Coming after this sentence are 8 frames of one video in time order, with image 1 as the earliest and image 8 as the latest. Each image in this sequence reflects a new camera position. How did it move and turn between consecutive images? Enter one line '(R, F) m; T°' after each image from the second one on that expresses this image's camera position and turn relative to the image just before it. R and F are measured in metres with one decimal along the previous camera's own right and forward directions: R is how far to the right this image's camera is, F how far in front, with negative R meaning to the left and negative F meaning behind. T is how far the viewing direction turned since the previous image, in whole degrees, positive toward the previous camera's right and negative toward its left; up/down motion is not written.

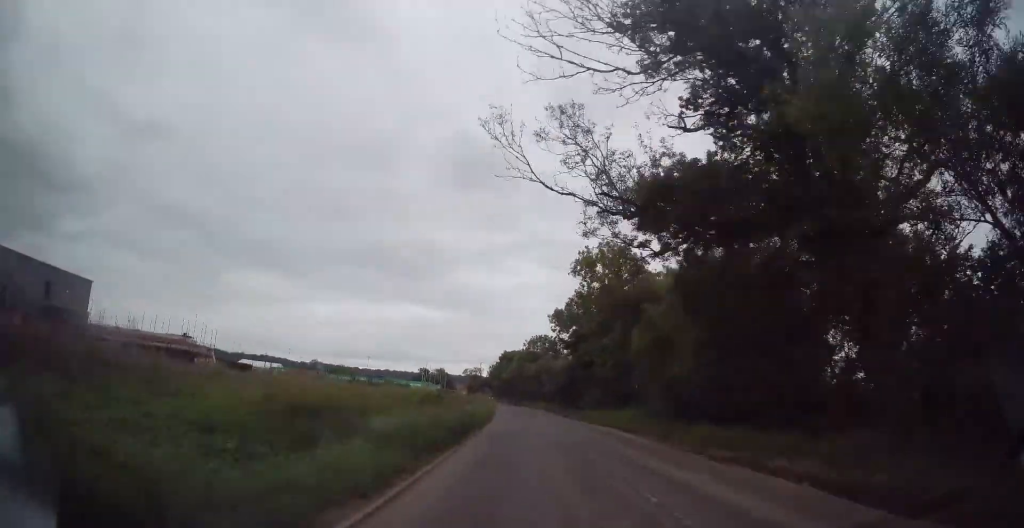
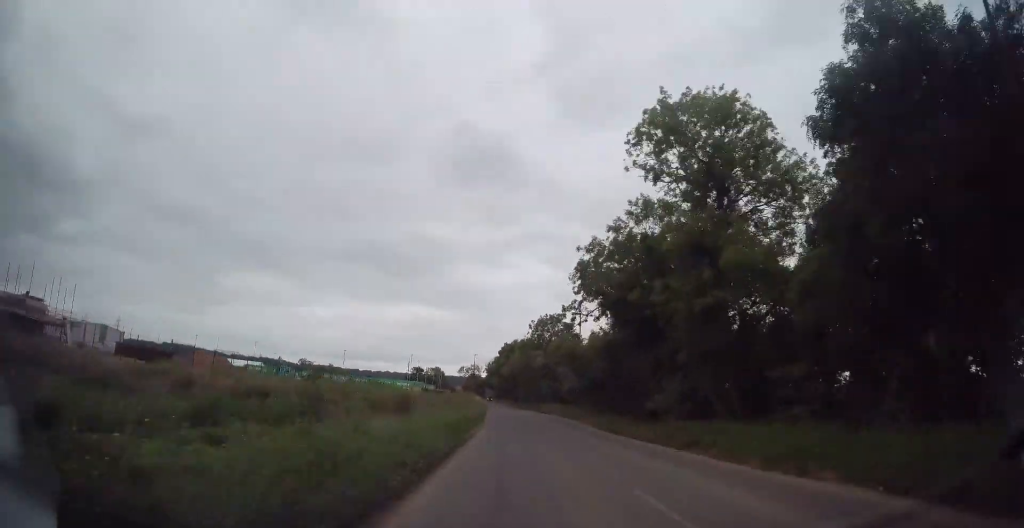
(-0.1, +21.9) m; -1°
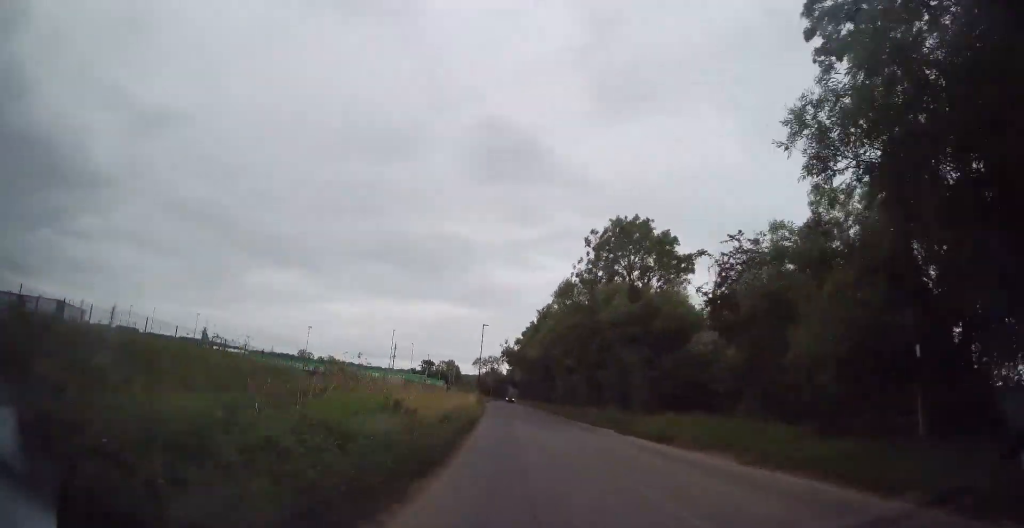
(-0.3, +36.4) m; -2°
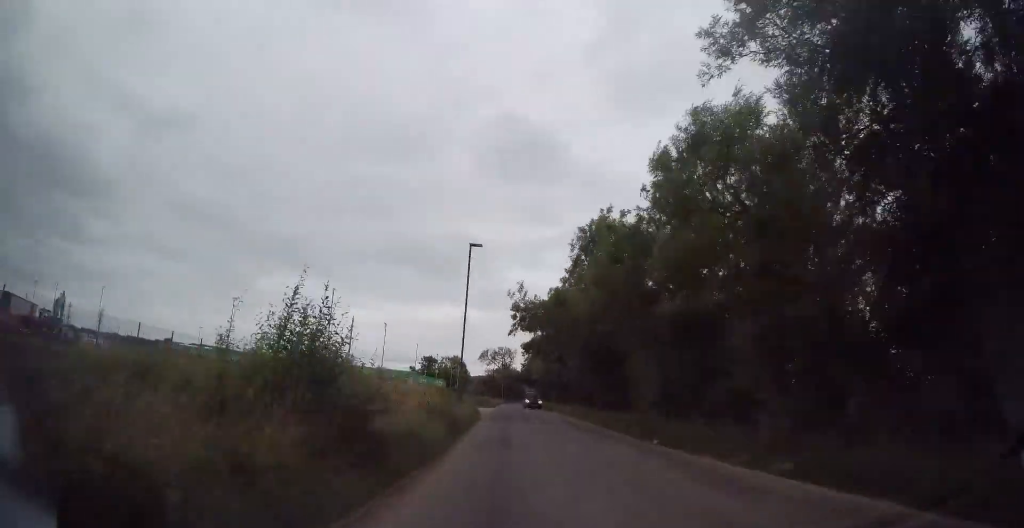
(-0.6, +31.3) m; -1°
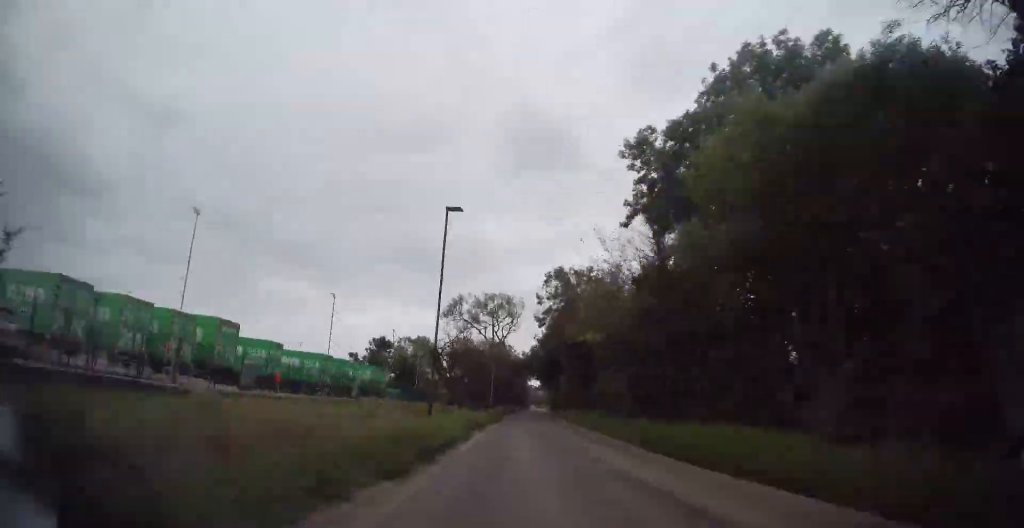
(-0.5, +68.5) m; 0°
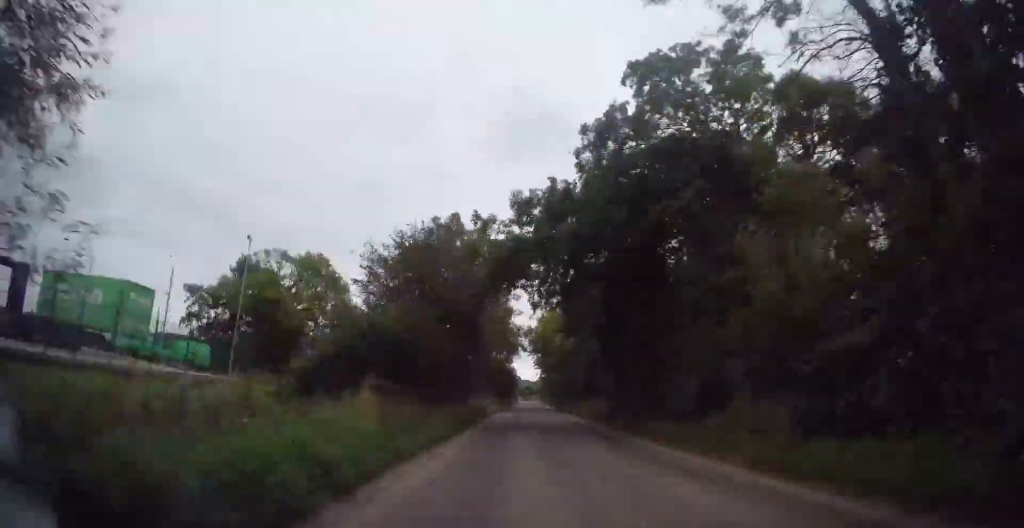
(+0.2, +51.5) m; +2°
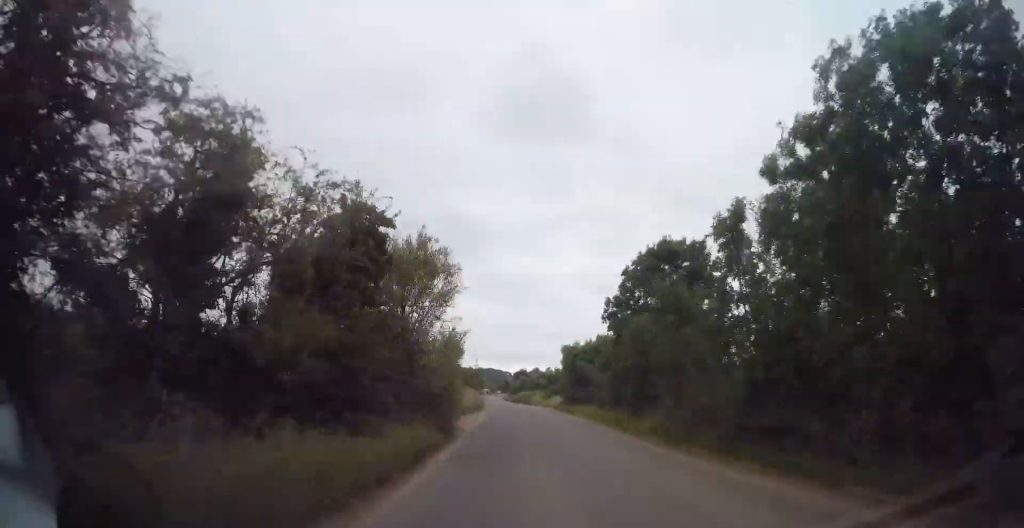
(+1.8, +115.7) m; 0°
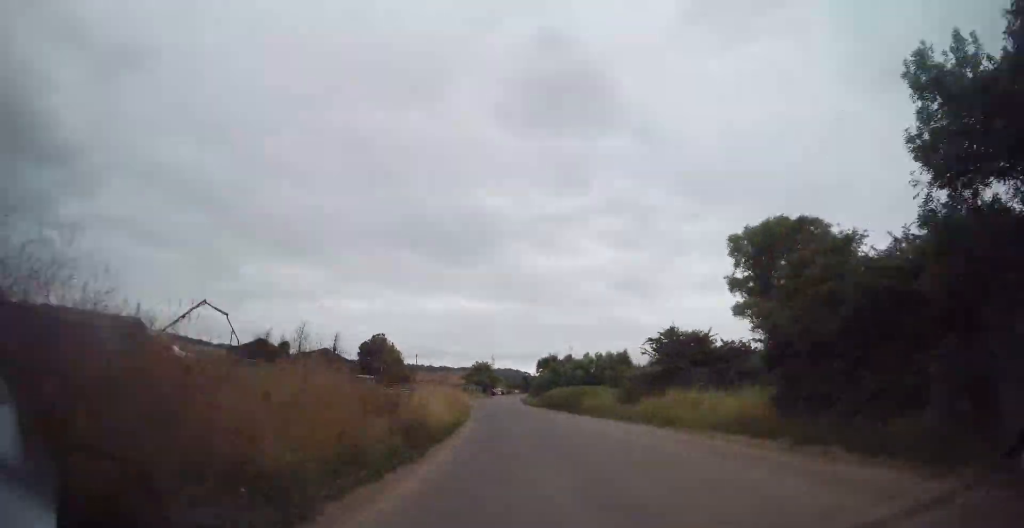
(-0.4, +41.3) m; -2°
